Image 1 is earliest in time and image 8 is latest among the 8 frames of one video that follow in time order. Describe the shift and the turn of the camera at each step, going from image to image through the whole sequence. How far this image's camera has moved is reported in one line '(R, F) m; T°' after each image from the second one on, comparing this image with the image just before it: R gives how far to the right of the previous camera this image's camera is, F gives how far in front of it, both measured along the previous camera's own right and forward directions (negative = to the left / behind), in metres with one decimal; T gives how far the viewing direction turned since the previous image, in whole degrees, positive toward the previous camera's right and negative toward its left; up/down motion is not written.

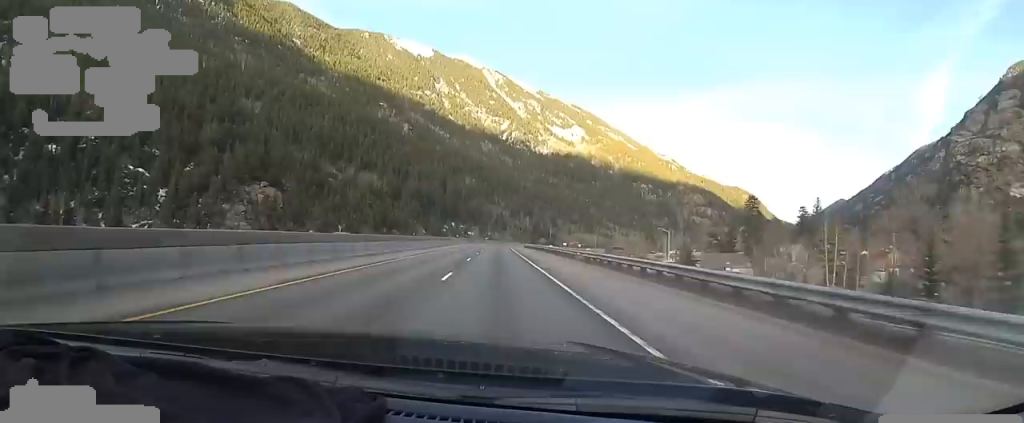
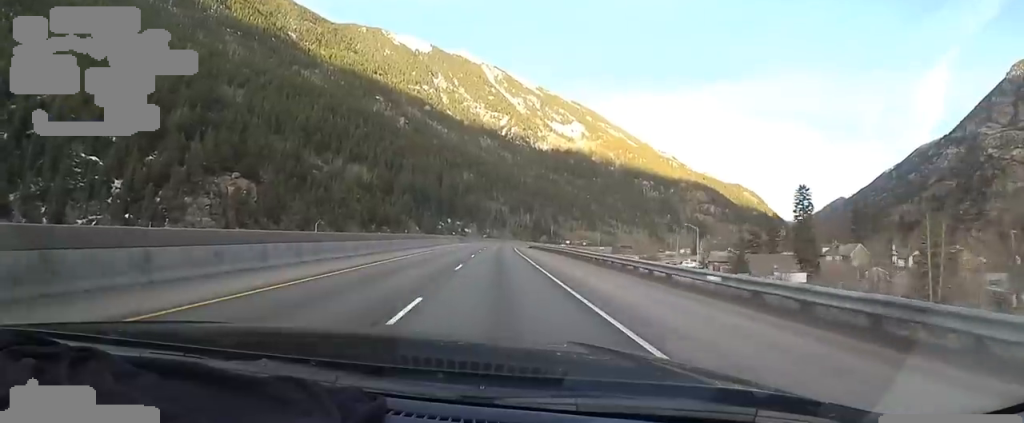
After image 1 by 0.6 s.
(+0.4, +20.0) m; +1°
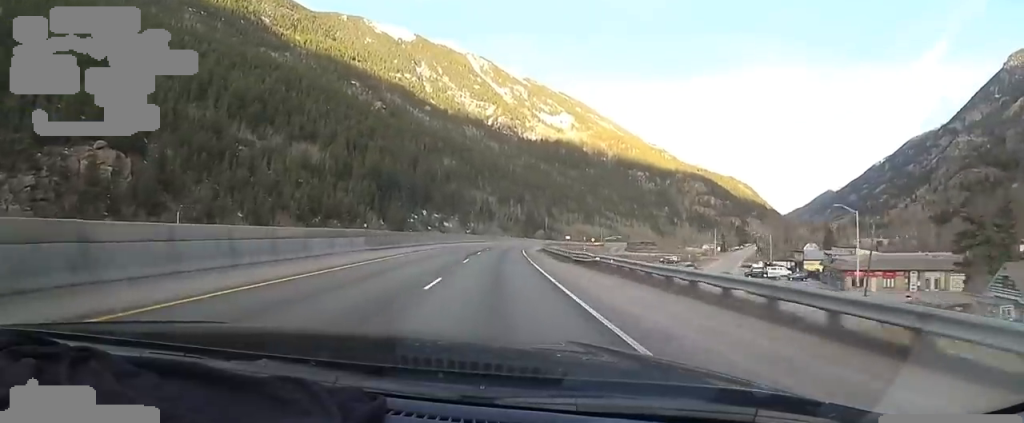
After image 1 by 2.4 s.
(+0.5, +57.2) m; +2°
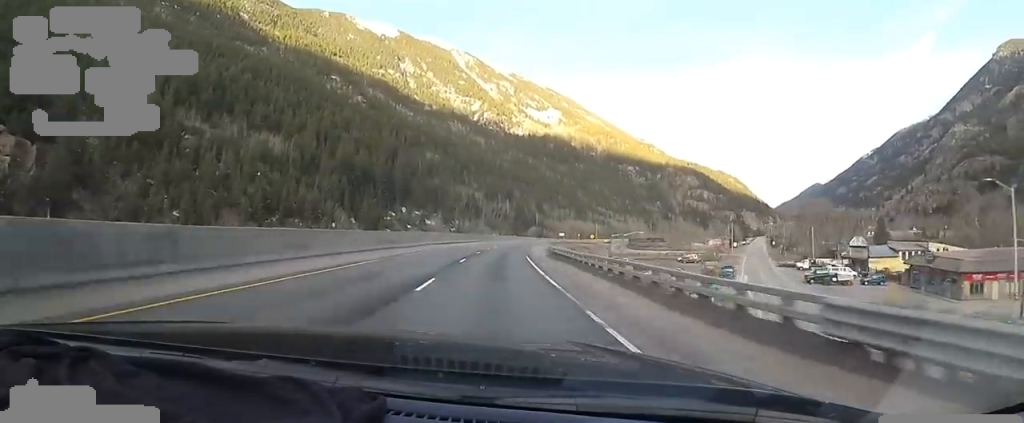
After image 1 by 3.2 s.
(+0.2, +24.4) m; +2°
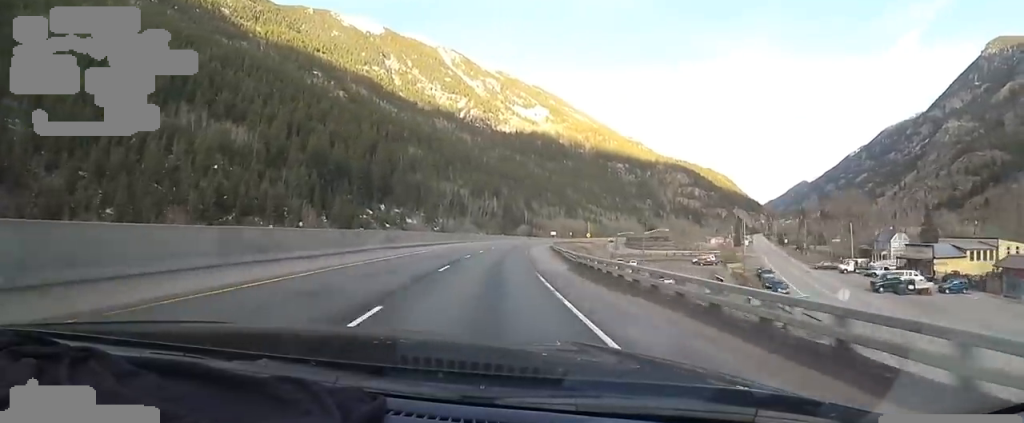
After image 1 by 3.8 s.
(+0.9, +18.0) m; +1°
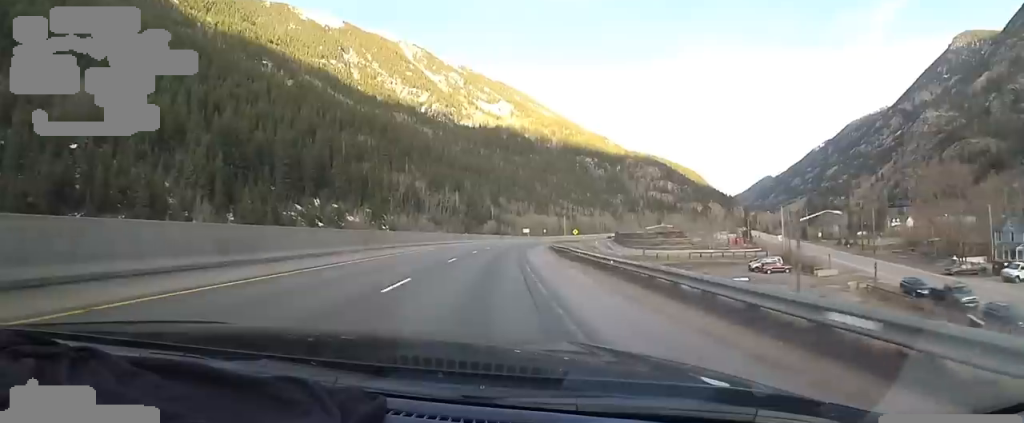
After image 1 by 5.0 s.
(+0.1, +39.9) m; +3°
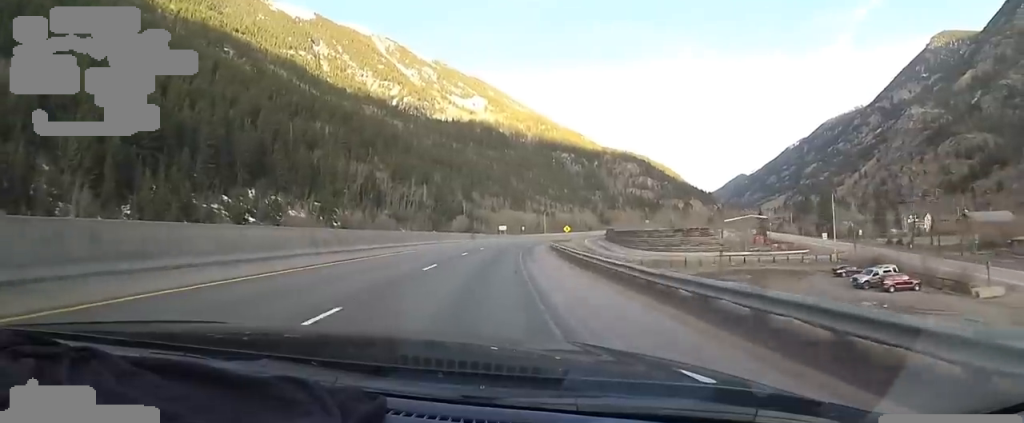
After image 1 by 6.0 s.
(+1.7, +29.3) m; +4°
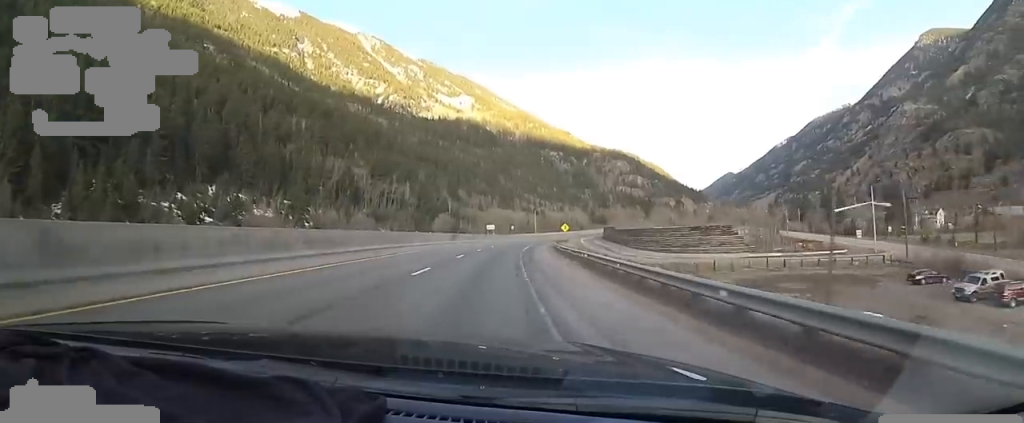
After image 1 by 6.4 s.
(+0.2, +14.7) m; +1°
